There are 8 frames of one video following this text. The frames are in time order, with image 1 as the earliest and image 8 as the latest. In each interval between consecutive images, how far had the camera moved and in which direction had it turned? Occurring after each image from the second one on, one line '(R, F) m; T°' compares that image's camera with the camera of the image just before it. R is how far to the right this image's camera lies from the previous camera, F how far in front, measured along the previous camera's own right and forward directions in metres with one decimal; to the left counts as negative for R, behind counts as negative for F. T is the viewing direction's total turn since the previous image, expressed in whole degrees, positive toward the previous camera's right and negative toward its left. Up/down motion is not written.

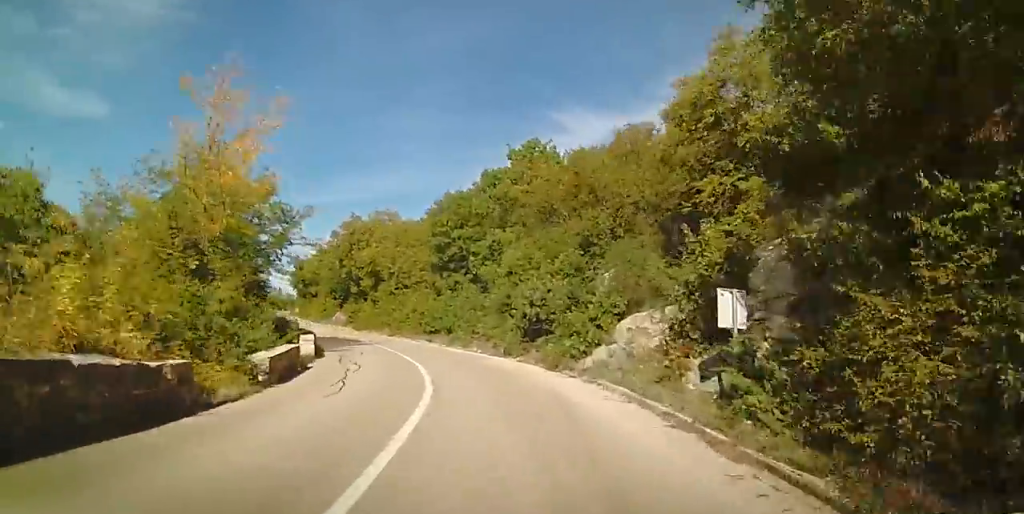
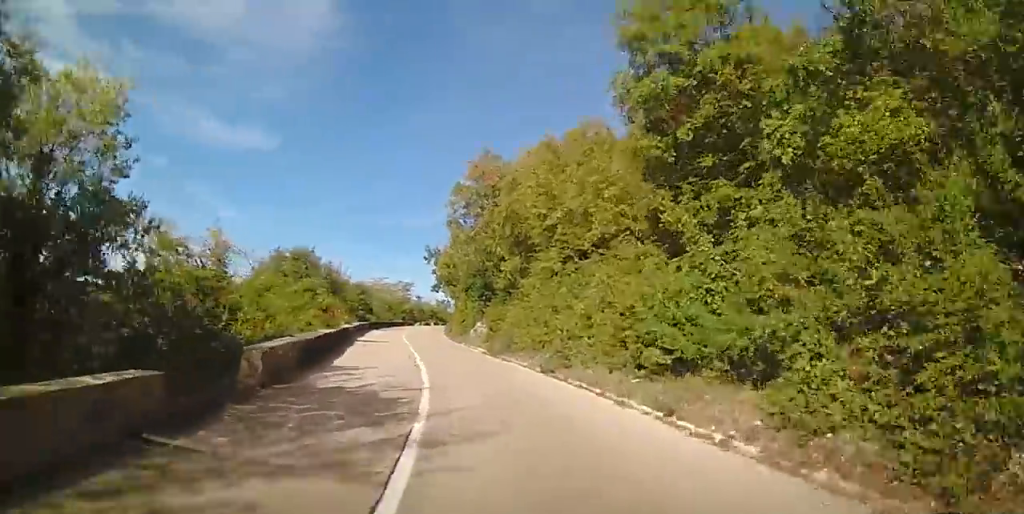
(0.0, +20.5) m; 0°
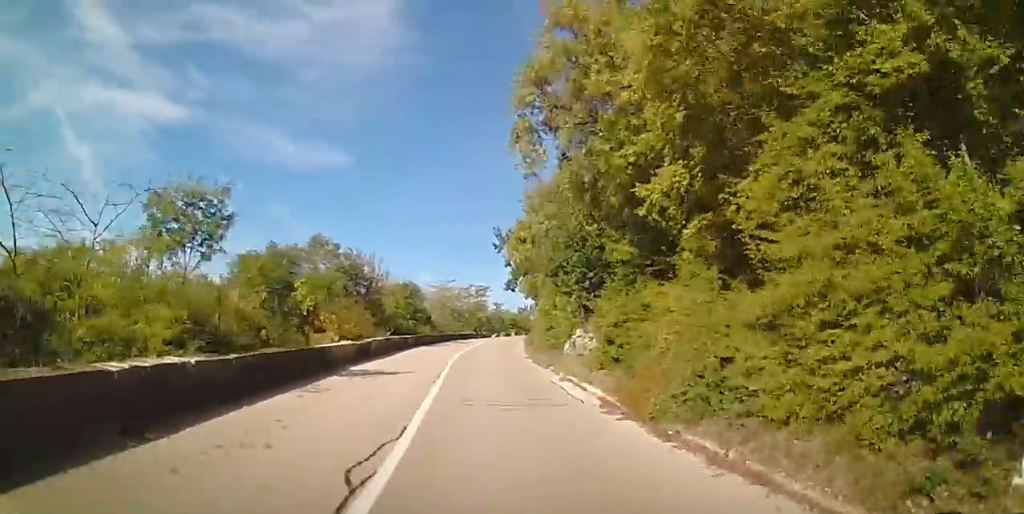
(0.0, +13.5) m; -6°
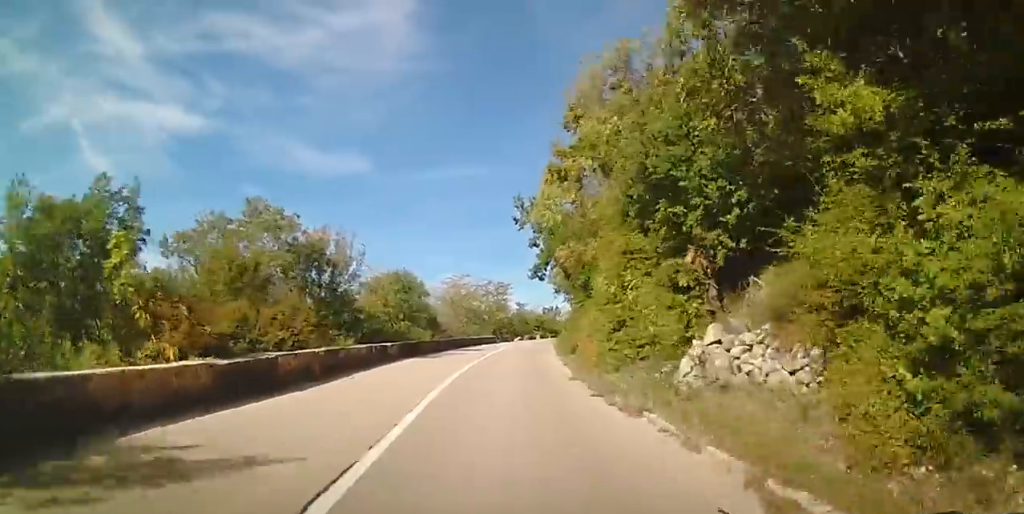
(-0.9, +10.0) m; -7°
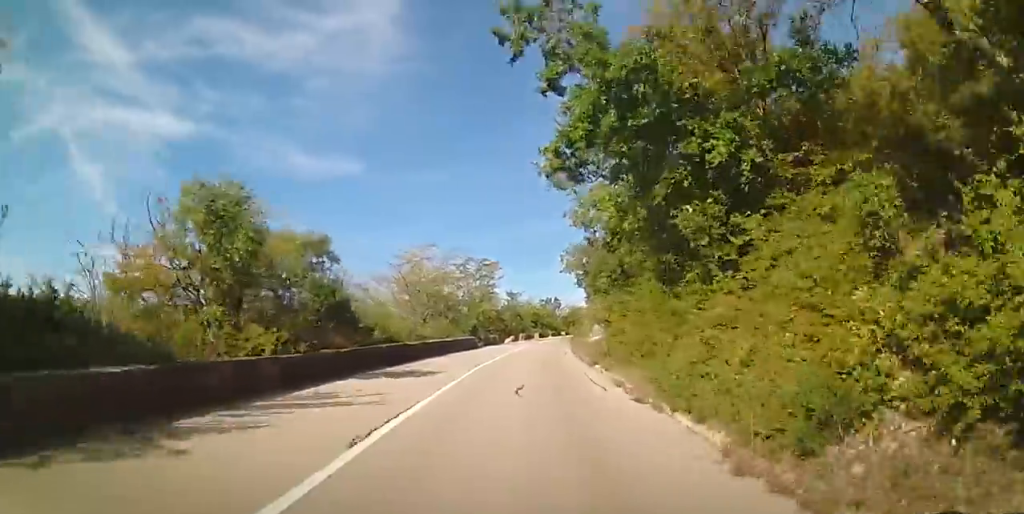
(-1.7, +18.7) m; -5°
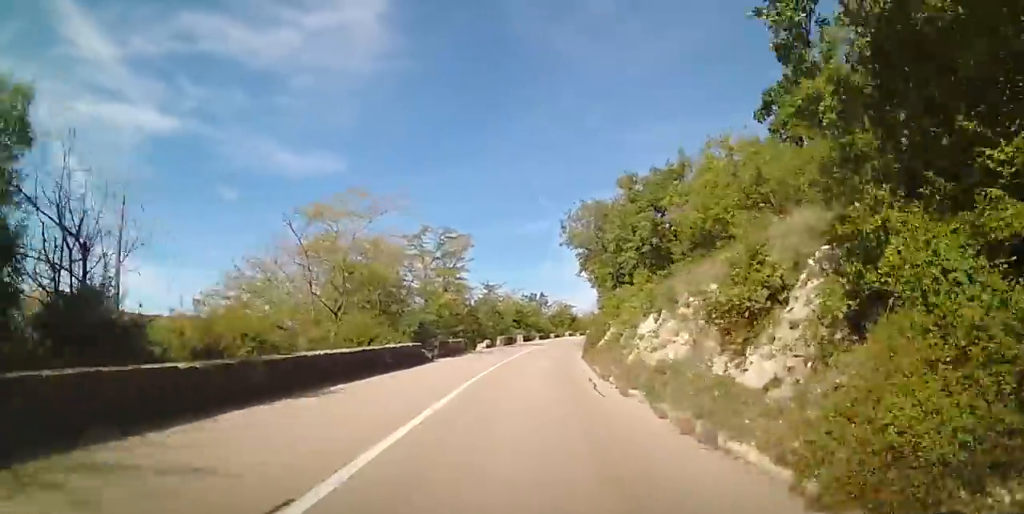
(+0.2, +14.4) m; +4°
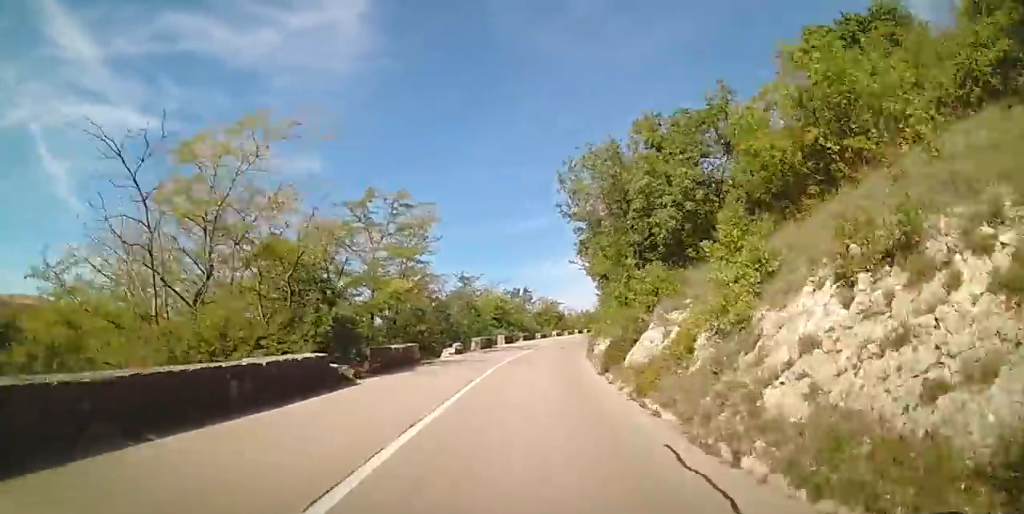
(+0.3, +8.6) m; +3°
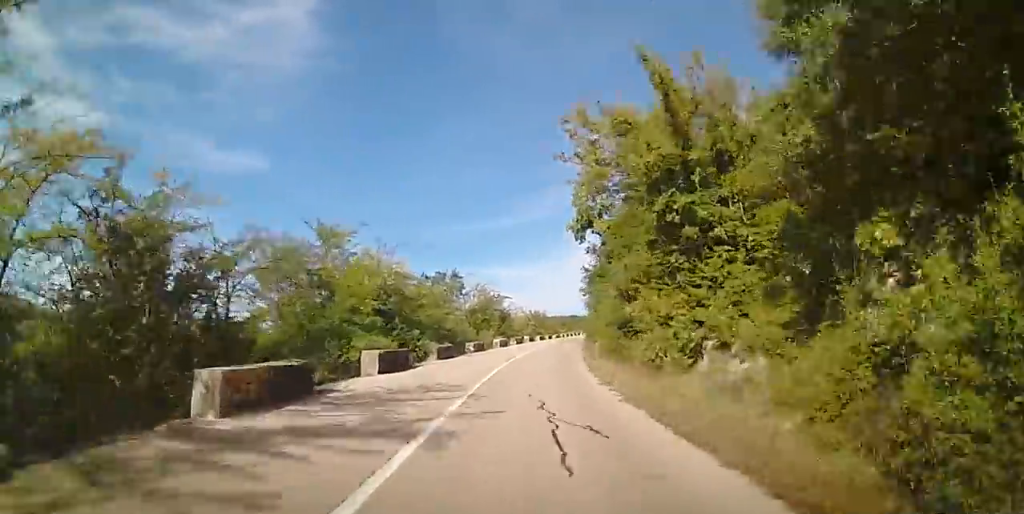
(+1.4, +23.8) m; +3°
